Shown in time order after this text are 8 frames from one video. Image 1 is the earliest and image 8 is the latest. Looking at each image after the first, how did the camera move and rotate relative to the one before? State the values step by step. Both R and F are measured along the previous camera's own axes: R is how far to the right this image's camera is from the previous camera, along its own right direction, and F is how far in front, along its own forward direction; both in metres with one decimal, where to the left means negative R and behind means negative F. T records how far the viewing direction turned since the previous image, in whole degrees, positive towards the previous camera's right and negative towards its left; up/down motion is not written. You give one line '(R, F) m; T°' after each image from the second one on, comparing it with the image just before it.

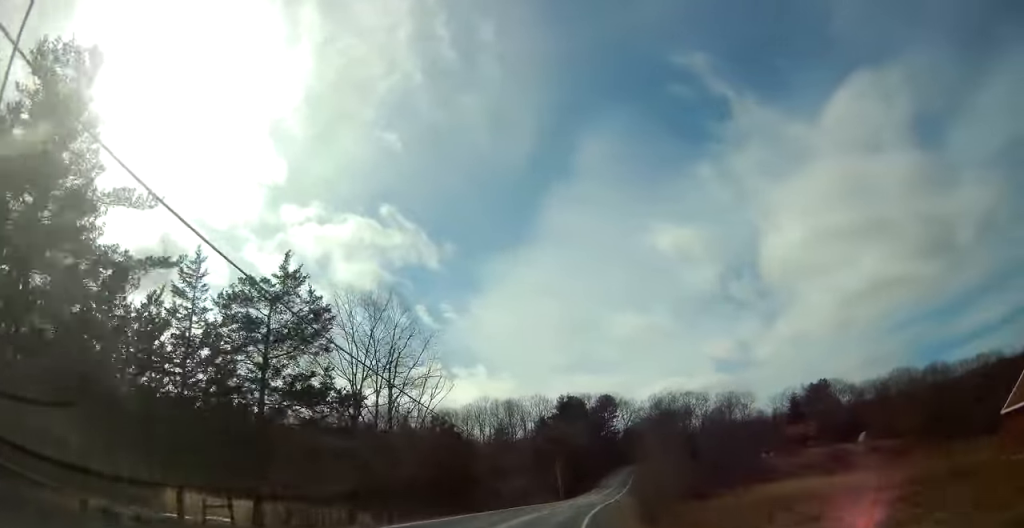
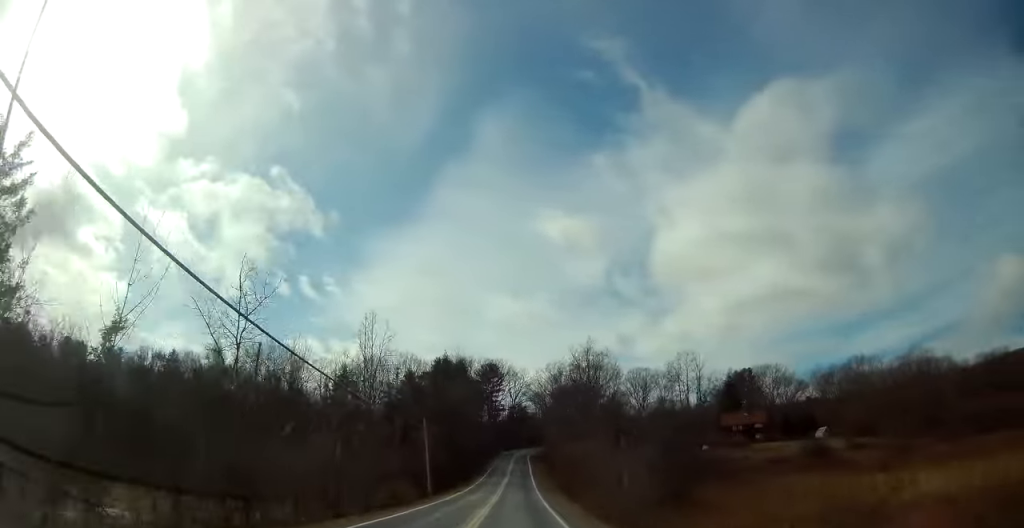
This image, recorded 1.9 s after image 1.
(+3.5, +40.9) m; +13°
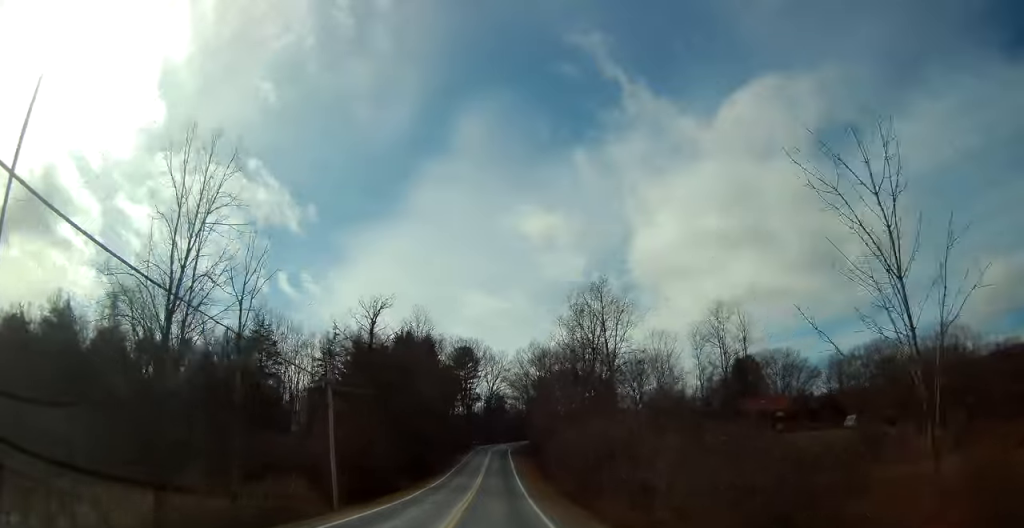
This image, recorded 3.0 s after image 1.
(+1.7, +23.3) m; +6°
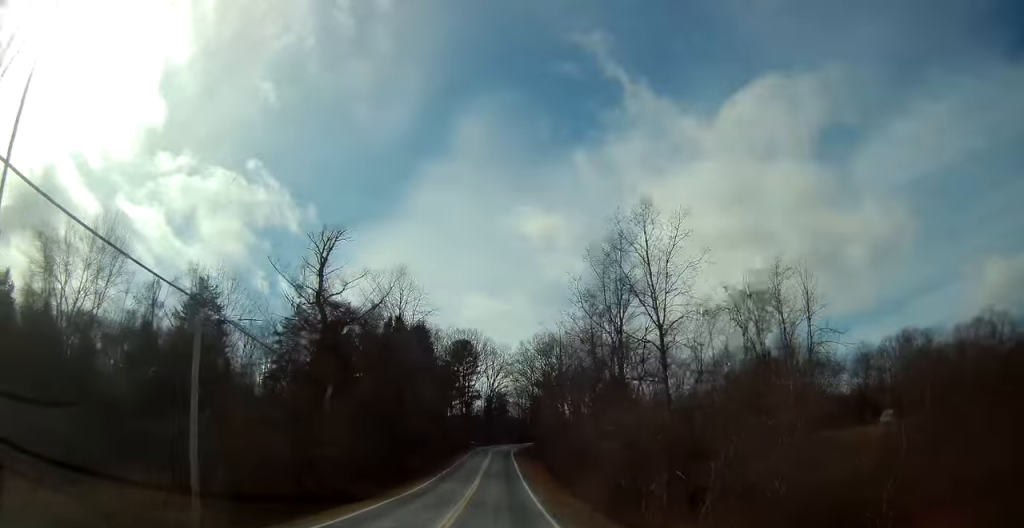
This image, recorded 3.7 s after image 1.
(+0.2, +13.4) m; +1°
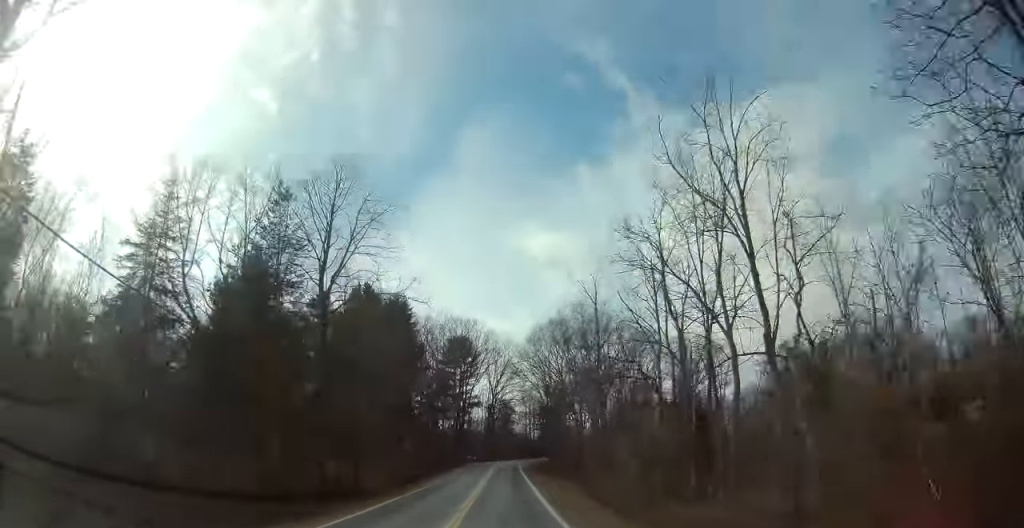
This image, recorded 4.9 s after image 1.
(+0.3, +25.3) m; +1°
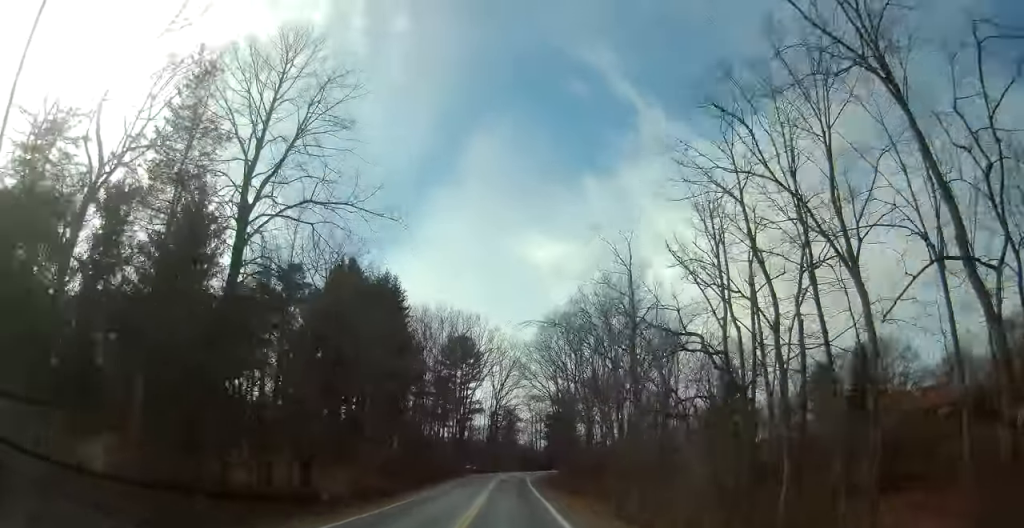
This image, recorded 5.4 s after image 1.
(+0.1, +11.3) m; 0°
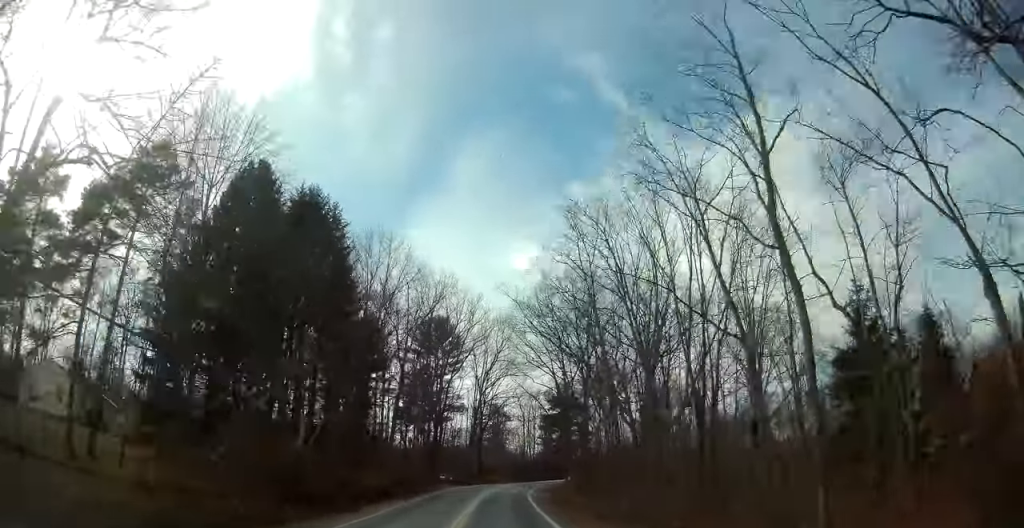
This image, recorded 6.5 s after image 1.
(0.0, +22.9) m; 0°
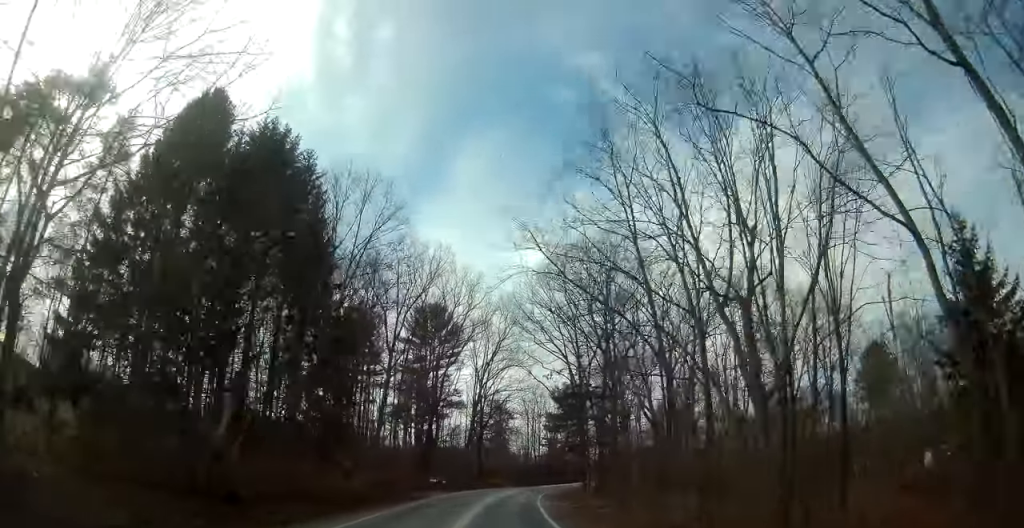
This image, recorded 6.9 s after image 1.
(0.0, +9.4) m; 0°
